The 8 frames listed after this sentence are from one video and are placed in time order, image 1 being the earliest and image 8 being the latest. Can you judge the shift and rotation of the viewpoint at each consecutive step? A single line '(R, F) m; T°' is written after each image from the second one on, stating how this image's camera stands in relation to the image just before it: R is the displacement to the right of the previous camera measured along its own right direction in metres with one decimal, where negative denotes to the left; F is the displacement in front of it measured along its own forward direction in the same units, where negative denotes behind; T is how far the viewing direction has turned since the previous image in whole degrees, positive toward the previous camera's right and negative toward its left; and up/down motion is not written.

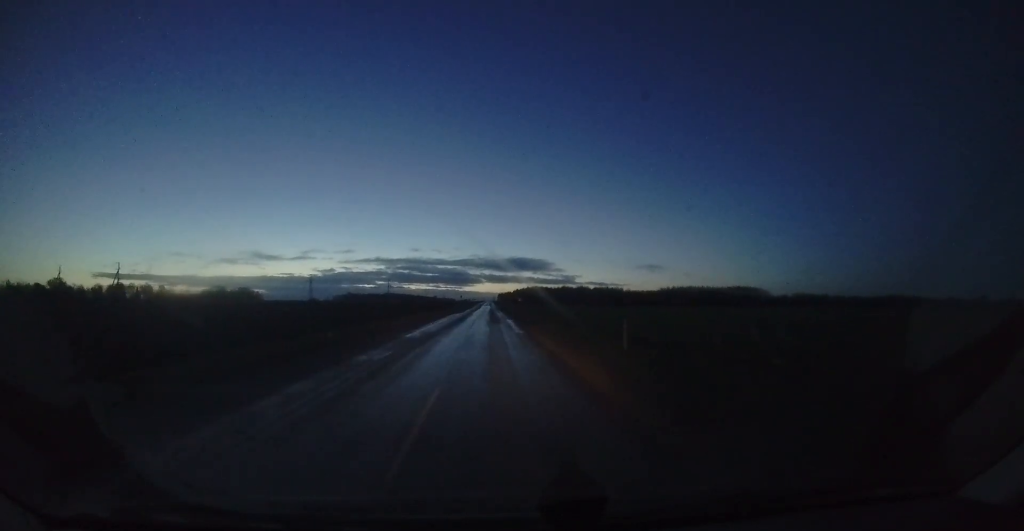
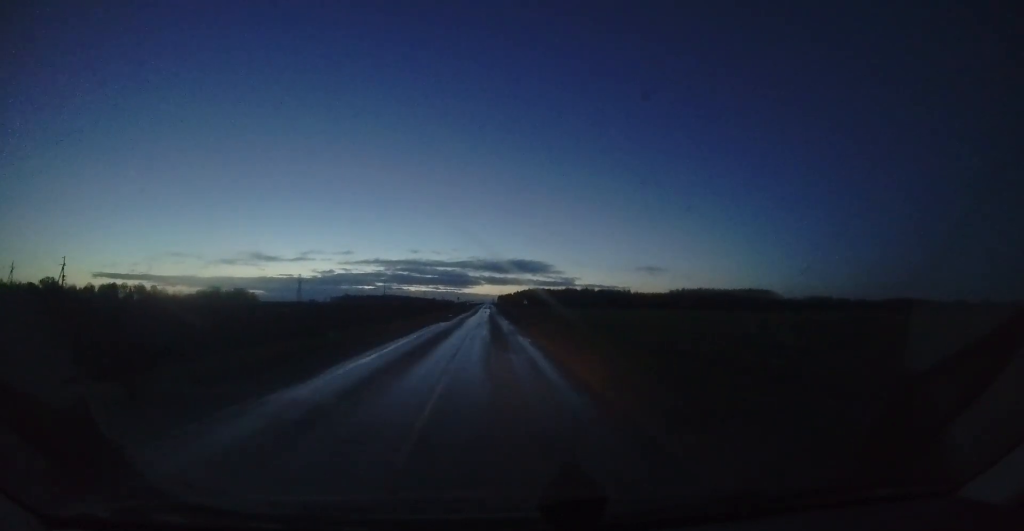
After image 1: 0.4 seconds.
(-0.2, +11.5) m; 0°
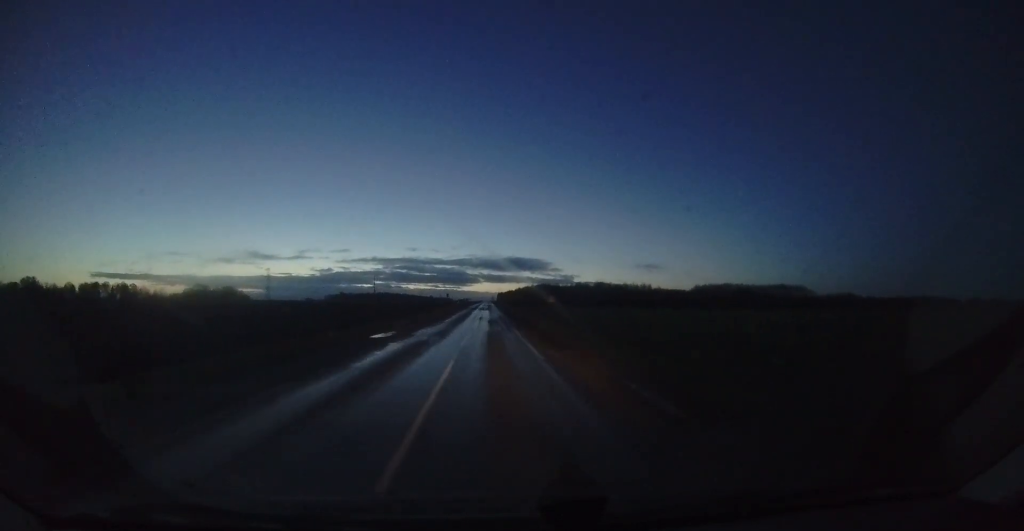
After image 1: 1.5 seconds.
(+0.2, +27.5) m; 0°
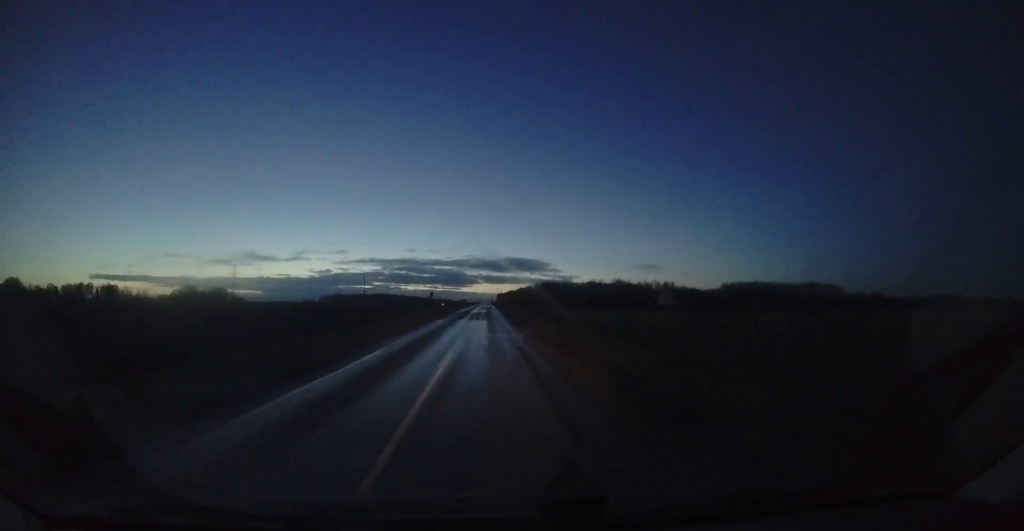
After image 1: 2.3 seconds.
(-0.1, +23.0) m; -1°
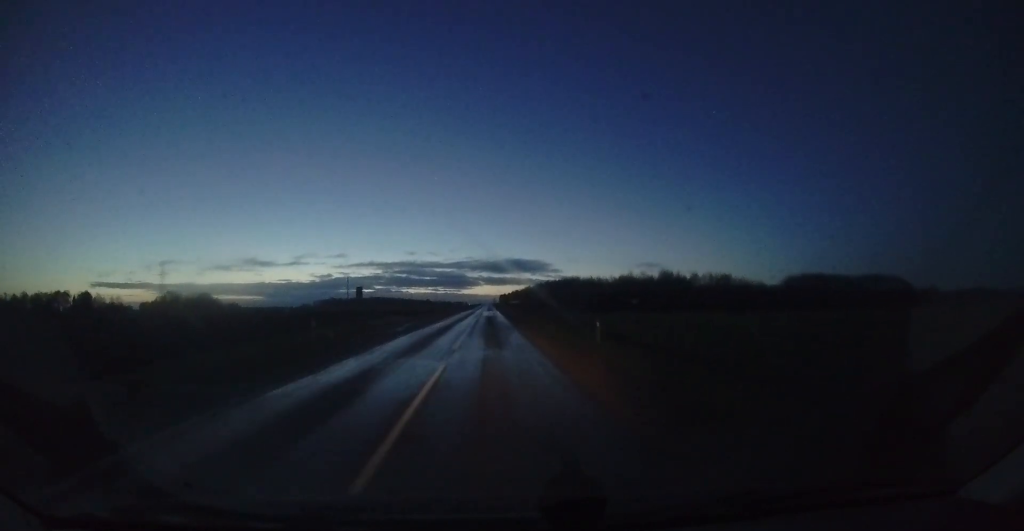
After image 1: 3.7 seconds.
(-0.4, +37.1) m; 0°
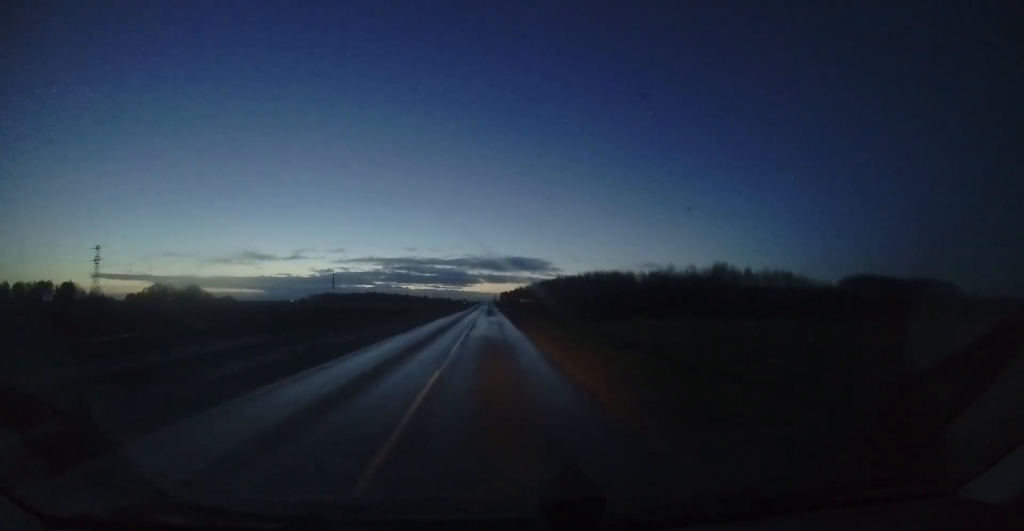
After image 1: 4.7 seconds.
(+0.2, +24.6) m; 0°
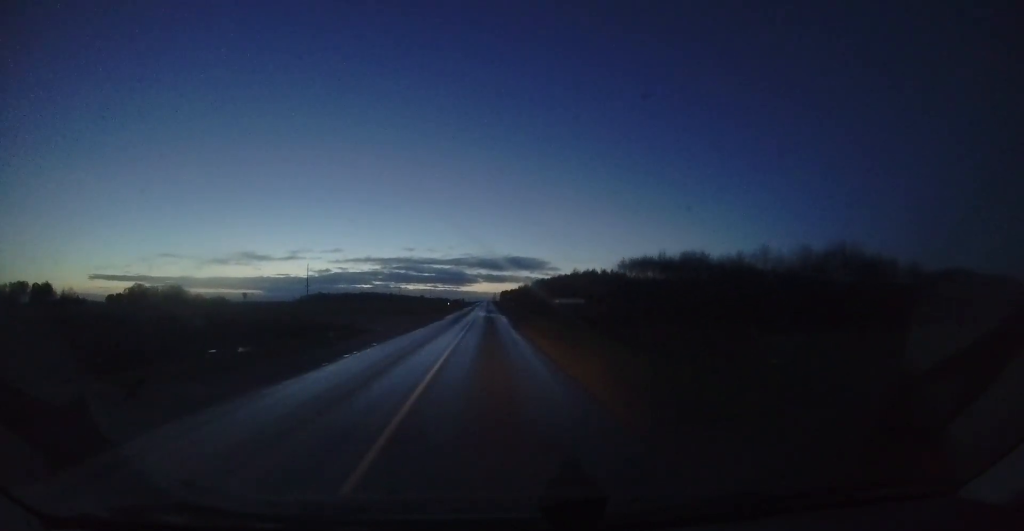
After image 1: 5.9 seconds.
(+0.1, +31.6) m; 0°
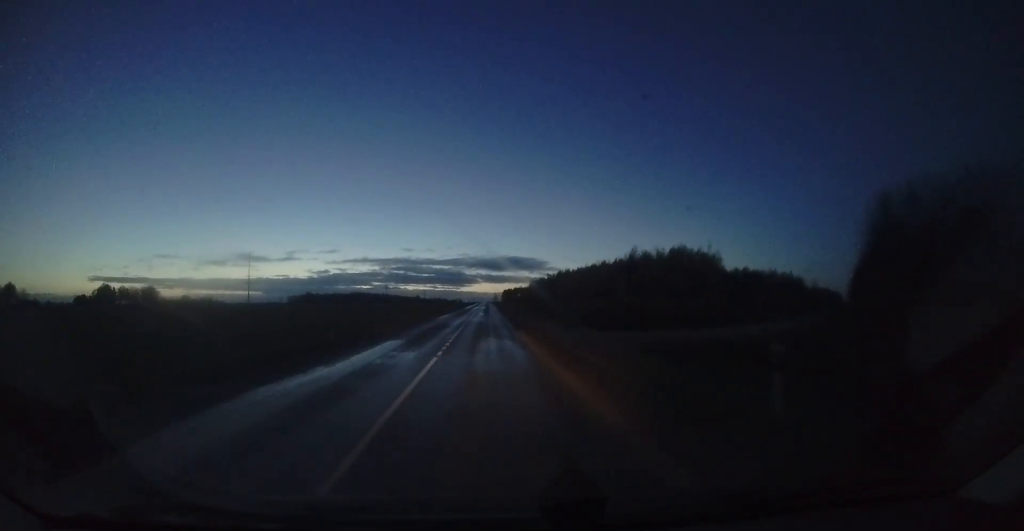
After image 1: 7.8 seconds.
(0.0, +50.8) m; 0°
